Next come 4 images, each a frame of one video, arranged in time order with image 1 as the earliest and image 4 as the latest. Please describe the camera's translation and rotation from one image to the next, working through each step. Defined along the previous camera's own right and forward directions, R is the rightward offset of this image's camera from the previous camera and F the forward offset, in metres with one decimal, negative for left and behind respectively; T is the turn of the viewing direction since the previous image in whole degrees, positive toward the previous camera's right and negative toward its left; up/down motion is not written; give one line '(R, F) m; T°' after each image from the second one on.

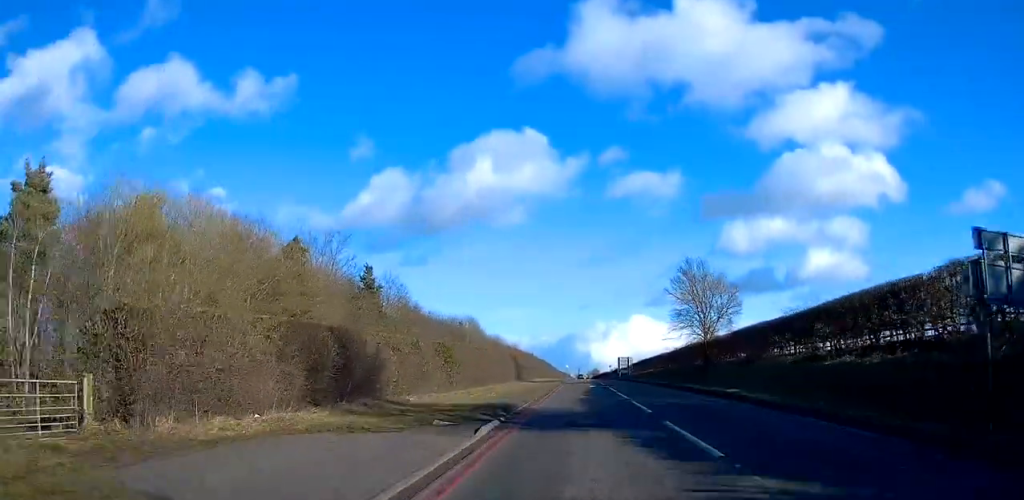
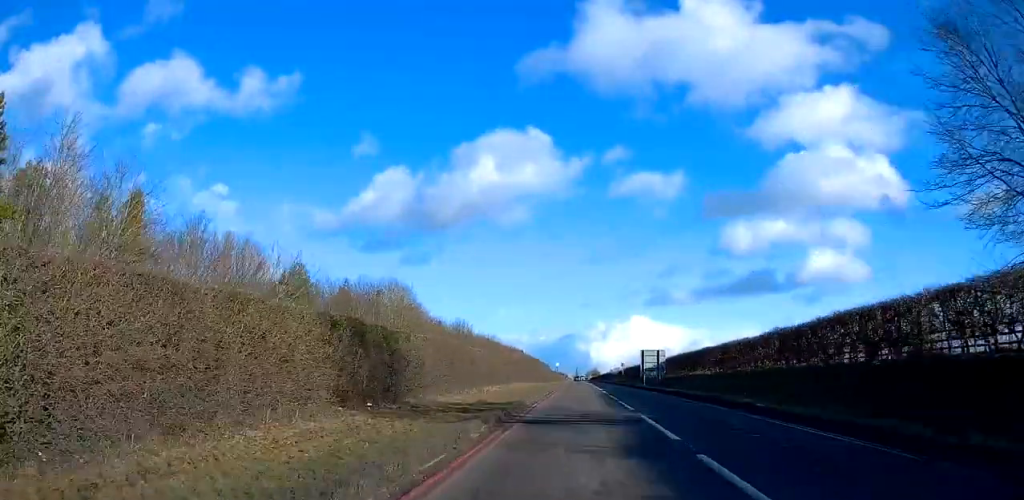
(-0.4, +47.7) m; -1°
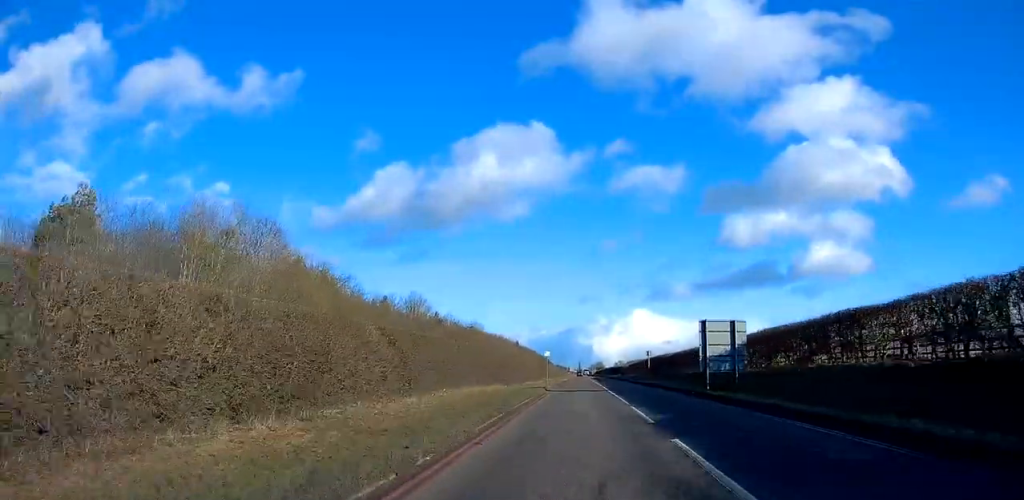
(+0.6, +34.1) m; +1°
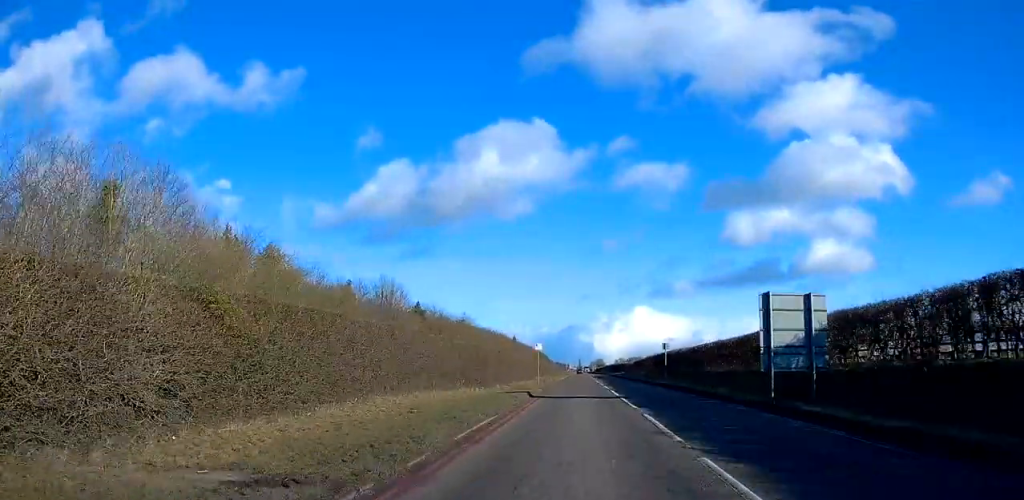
(+0.1, +12.4) m; 0°
